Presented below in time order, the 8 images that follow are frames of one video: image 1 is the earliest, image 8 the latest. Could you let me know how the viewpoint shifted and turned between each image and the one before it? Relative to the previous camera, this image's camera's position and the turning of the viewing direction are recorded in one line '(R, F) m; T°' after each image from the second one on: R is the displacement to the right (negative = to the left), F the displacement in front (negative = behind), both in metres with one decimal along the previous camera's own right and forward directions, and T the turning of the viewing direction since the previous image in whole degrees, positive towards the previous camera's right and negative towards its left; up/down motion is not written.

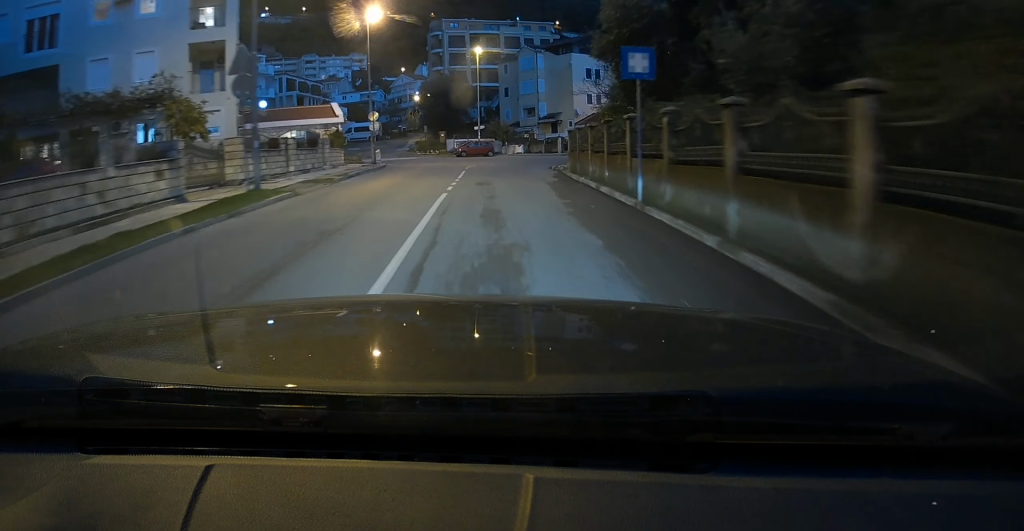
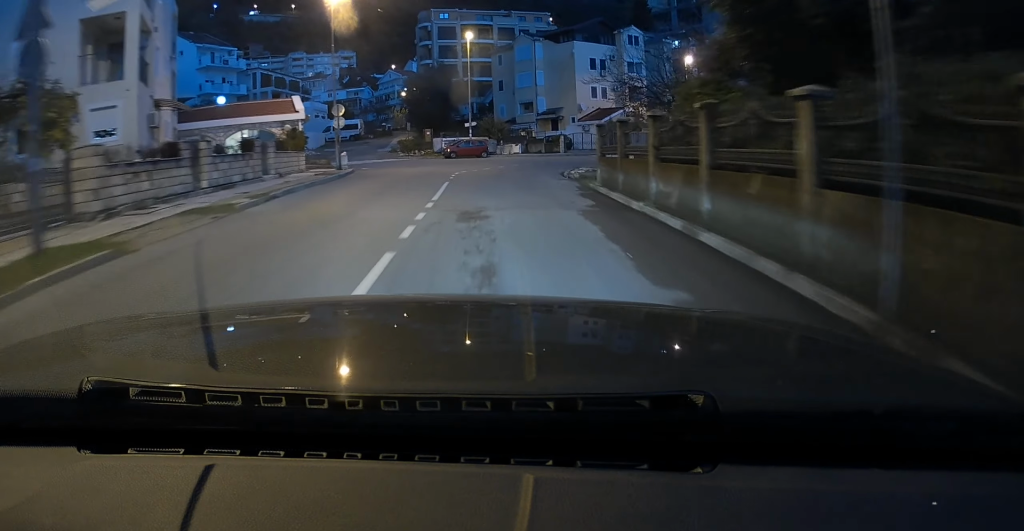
(-0.1, +7.7) m; -1°
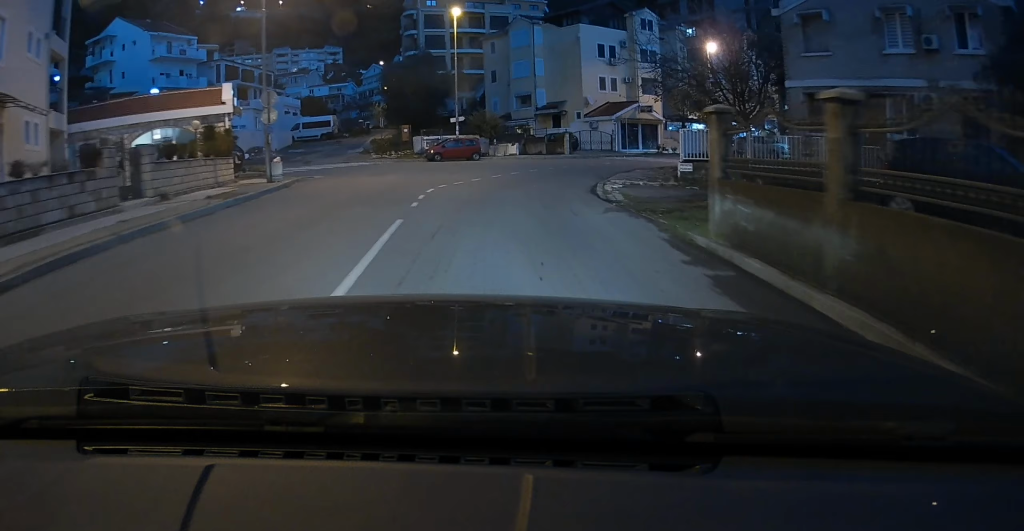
(0.0, +9.2) m; +1°
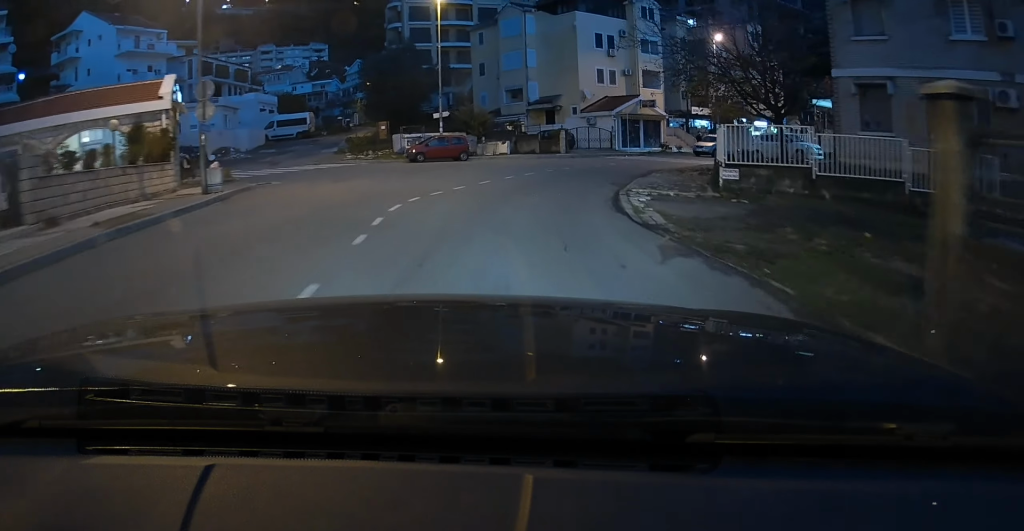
(+0.1, +4.7) m; +2°
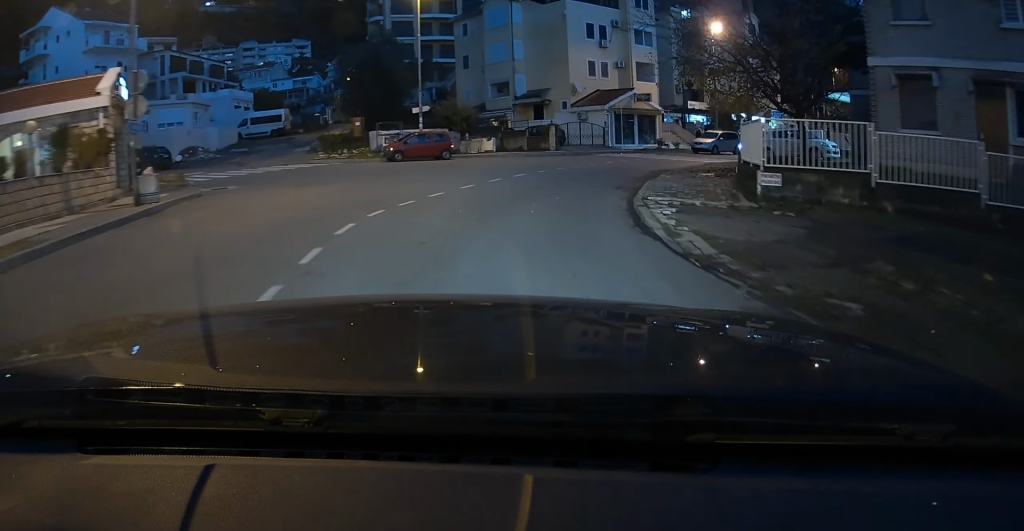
(-0.1, +3.2) m; +2°
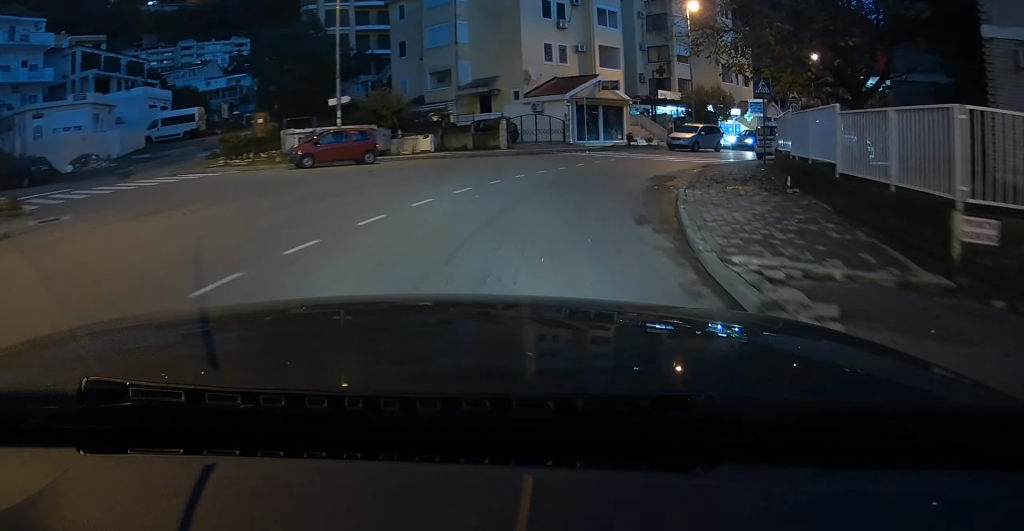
(+0.4, +7.4) m; +6°
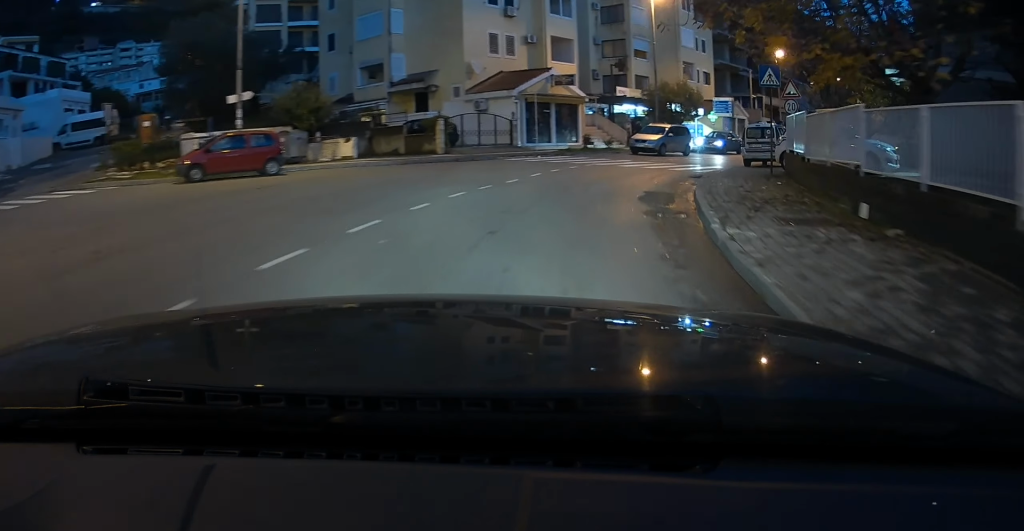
(+0.3, +5.3) m; +4°
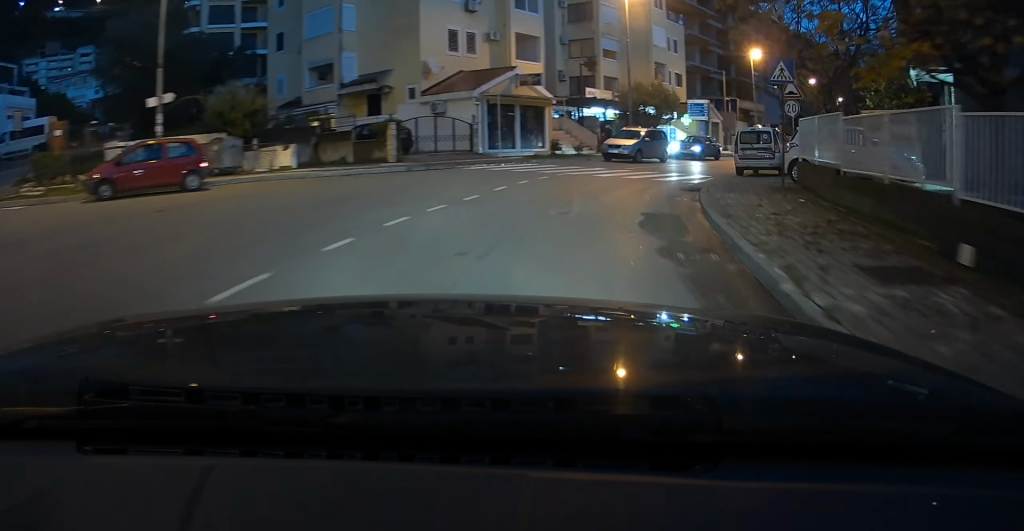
(-0.1, +3.2) m; +1°
